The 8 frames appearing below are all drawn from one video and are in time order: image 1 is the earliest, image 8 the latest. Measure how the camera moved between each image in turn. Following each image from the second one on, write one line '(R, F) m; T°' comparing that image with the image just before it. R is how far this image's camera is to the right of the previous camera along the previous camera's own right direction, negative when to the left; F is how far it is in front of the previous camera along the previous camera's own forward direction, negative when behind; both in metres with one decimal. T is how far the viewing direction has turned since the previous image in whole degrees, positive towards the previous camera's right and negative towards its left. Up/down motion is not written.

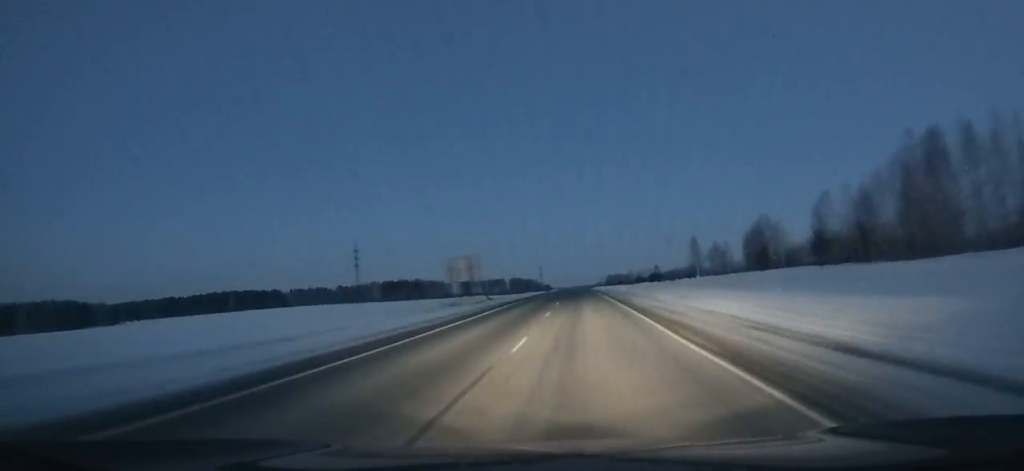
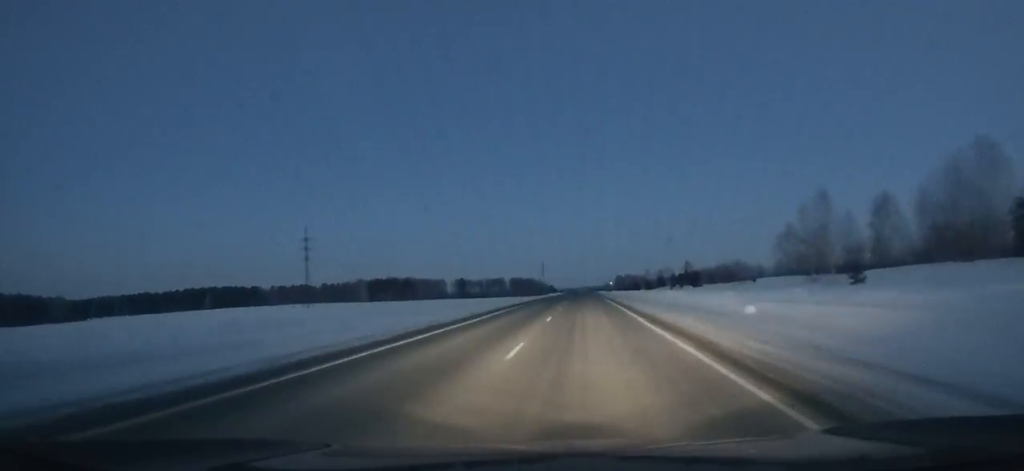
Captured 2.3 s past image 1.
(-0.1, +61.0) m; 0°
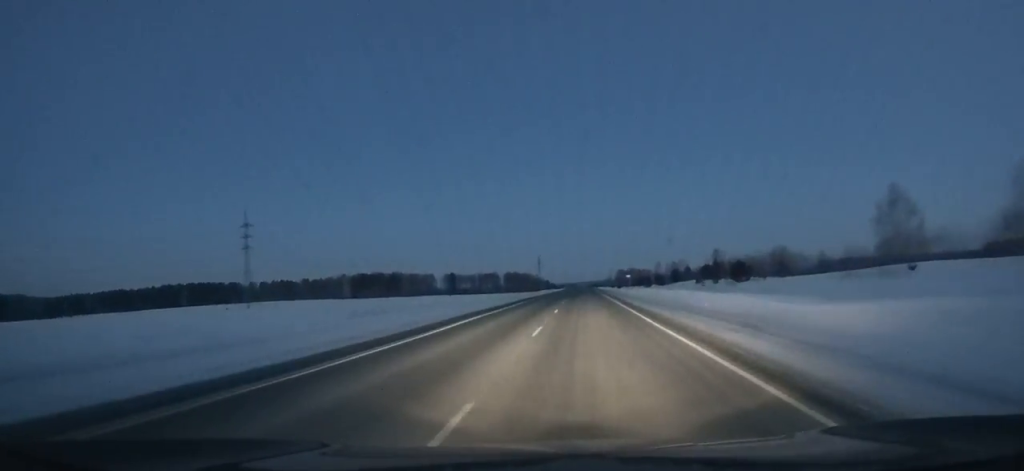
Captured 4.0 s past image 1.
(-0.1, +45.5) m; 0°
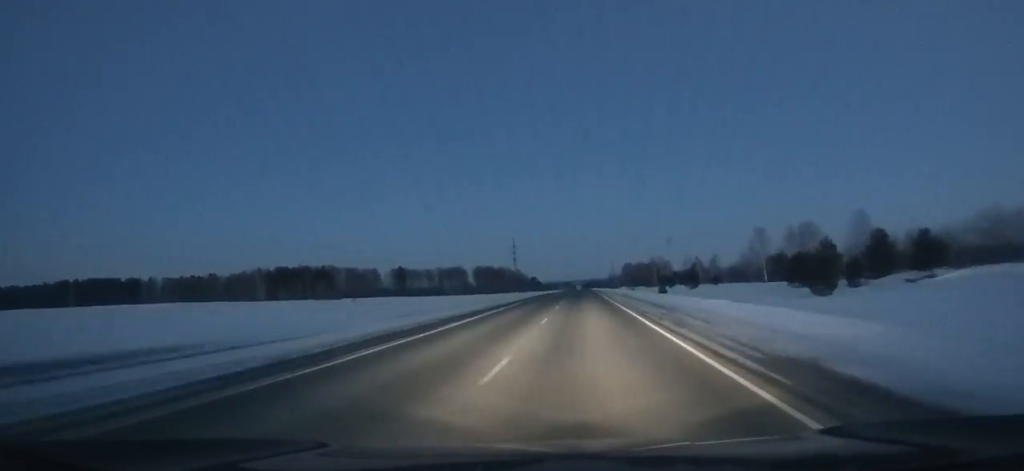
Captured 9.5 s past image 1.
(+0.1, +152.6) m; 0°
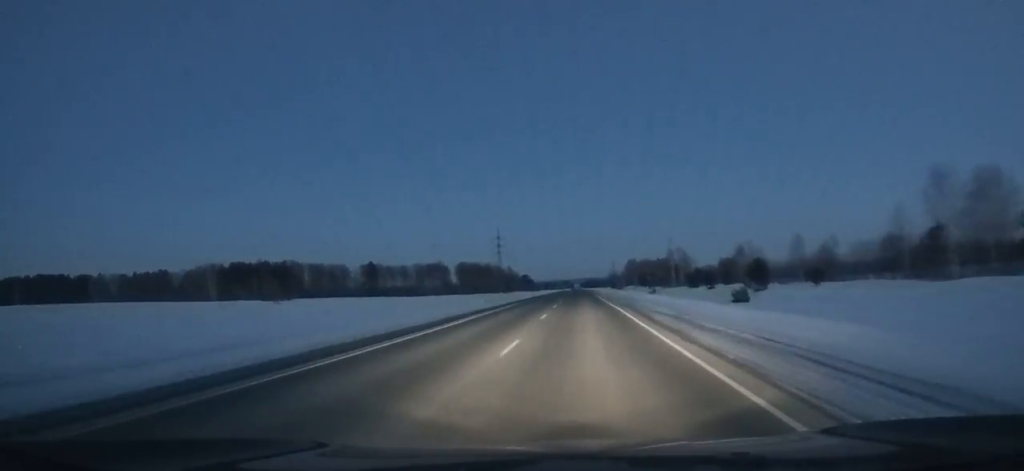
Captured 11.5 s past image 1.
(0.0, +57.8) m; 0°
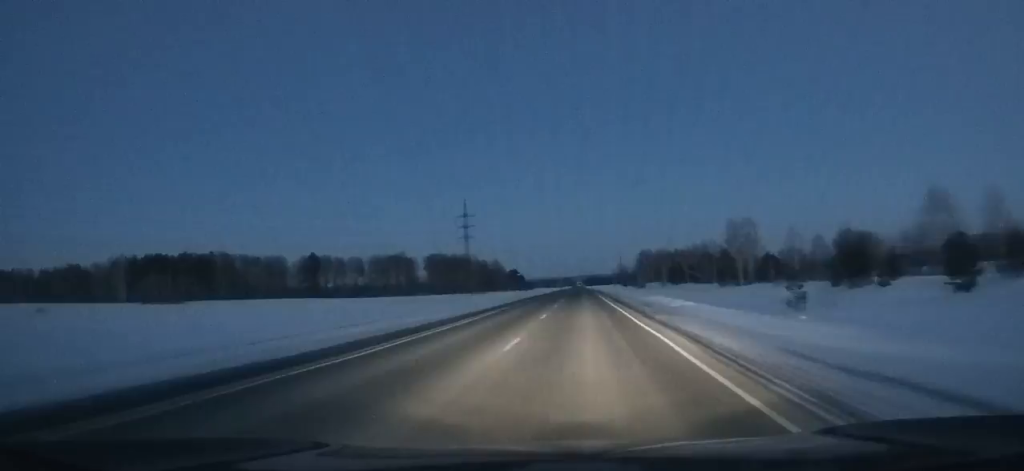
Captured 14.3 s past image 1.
(0.0, +82.7) m; 0°
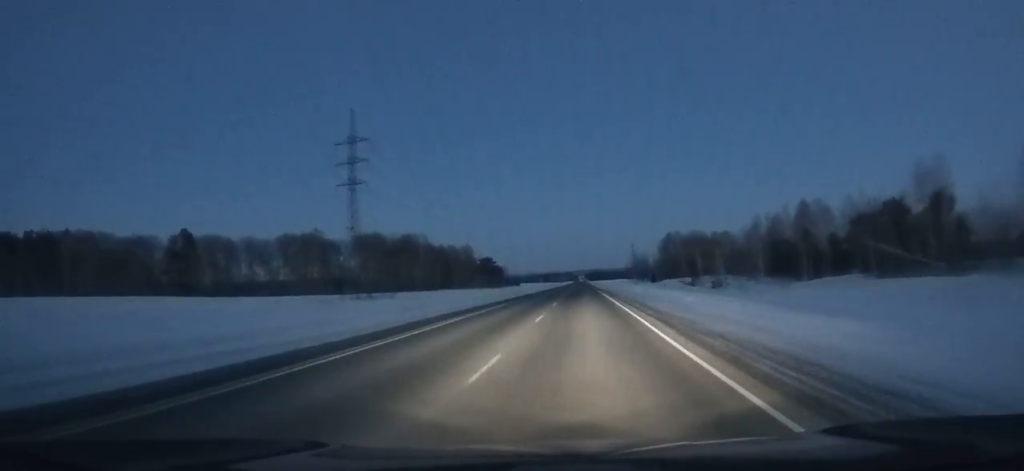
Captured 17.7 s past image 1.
(0.0, +103.1) m; 0°
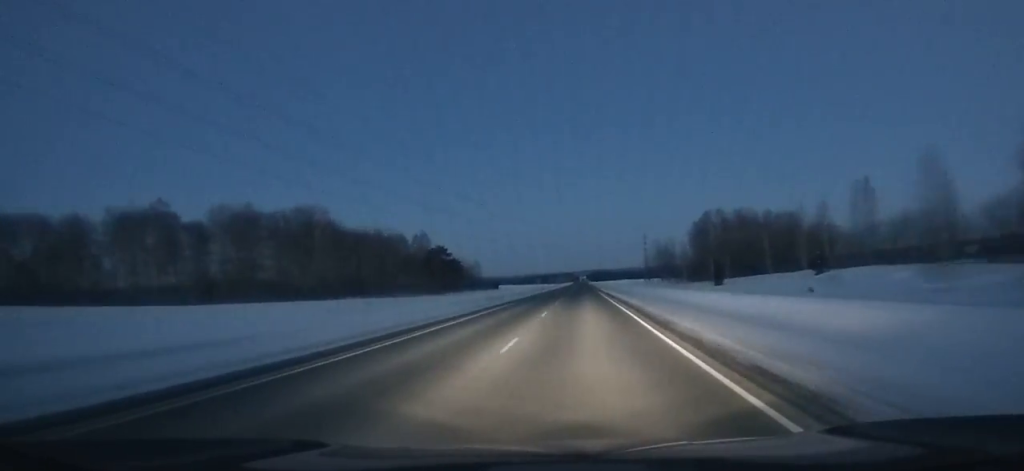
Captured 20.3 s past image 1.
(+0.1, +80.5) m; 0°
